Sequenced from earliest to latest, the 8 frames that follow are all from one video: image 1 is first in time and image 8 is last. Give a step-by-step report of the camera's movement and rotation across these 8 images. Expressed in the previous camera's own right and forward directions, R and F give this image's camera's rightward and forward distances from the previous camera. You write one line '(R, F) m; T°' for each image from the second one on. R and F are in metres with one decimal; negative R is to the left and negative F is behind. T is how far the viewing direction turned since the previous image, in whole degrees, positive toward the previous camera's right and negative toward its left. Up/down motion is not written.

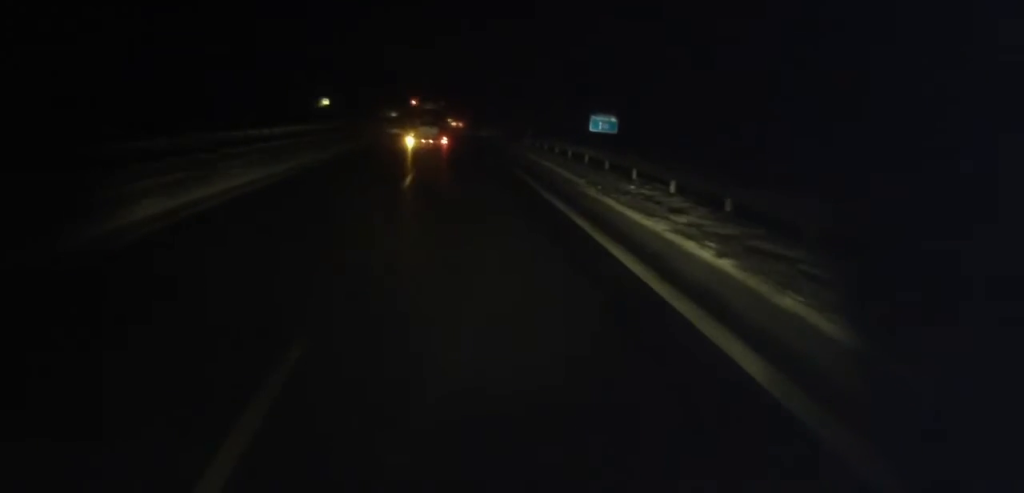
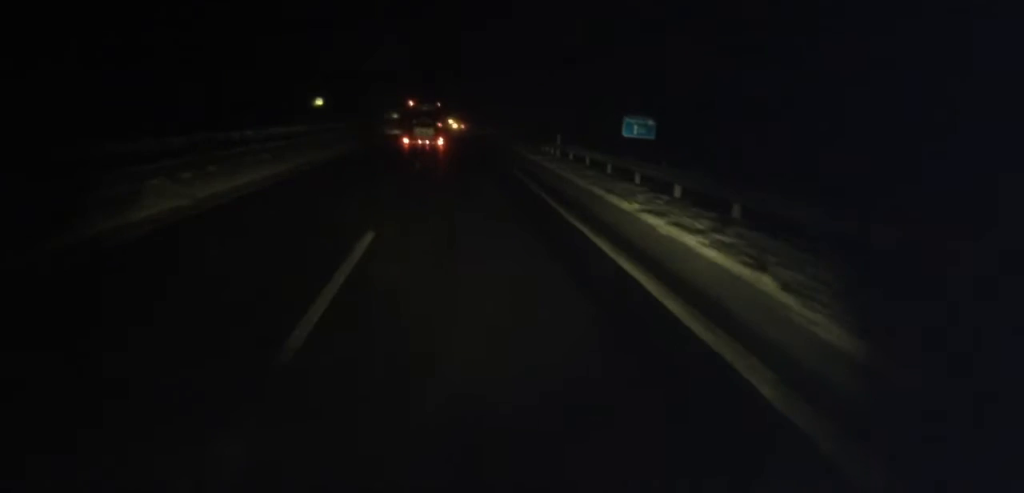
(-0.1, +12.6) m; -1°
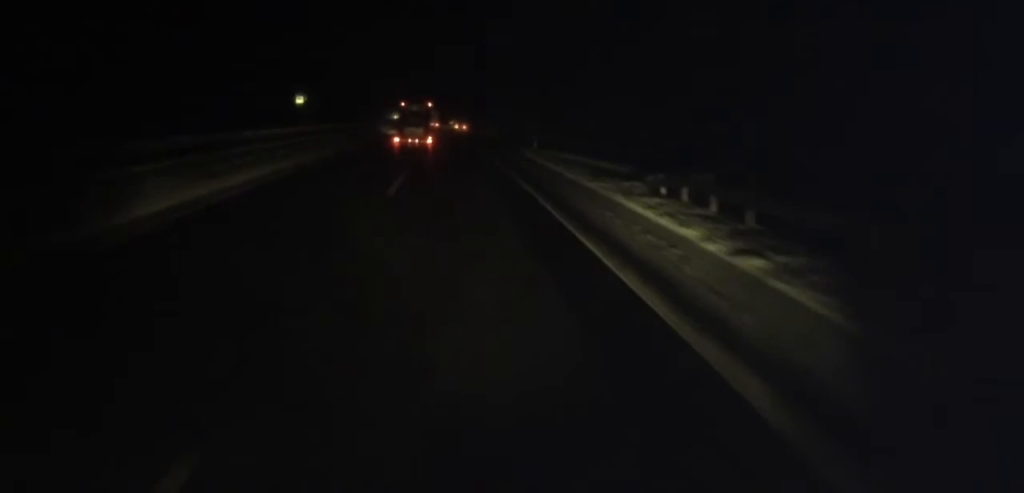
(+0.1, +25.1) m; +1°
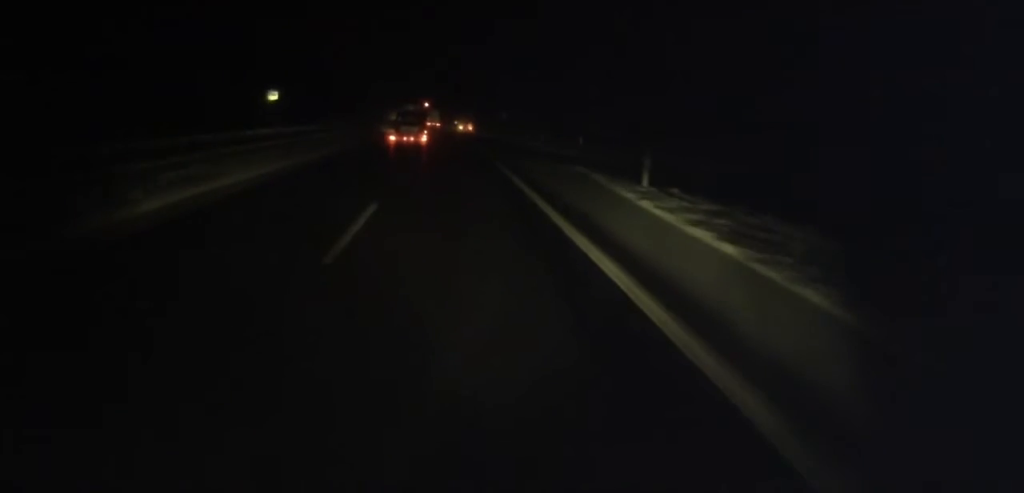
(+0.4, +25.1) m; 0°
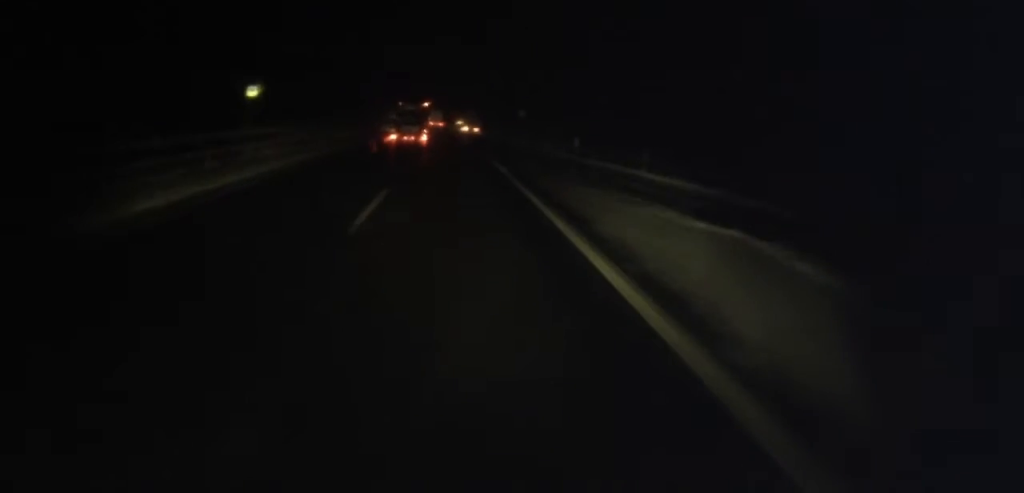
(-0.2, +14.9) m; -2°
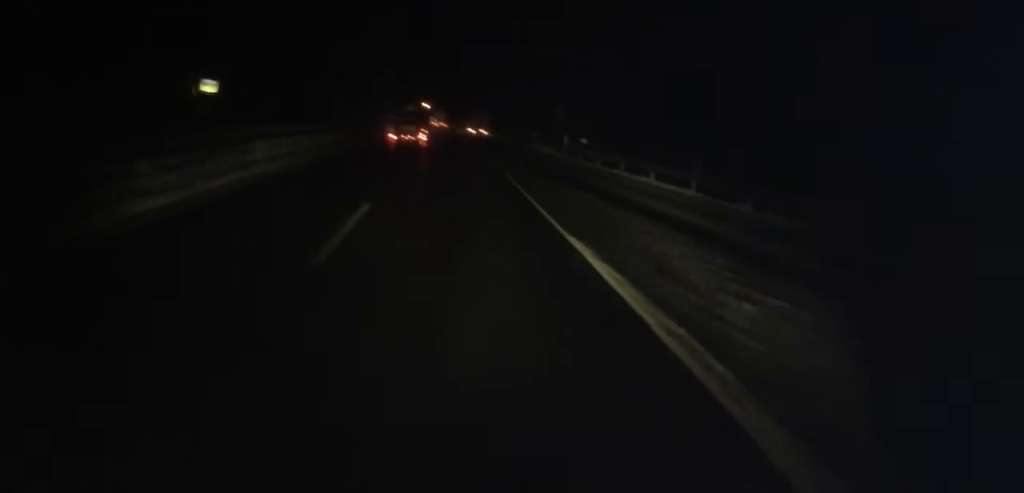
(-0.5, +21.3) m; -1°
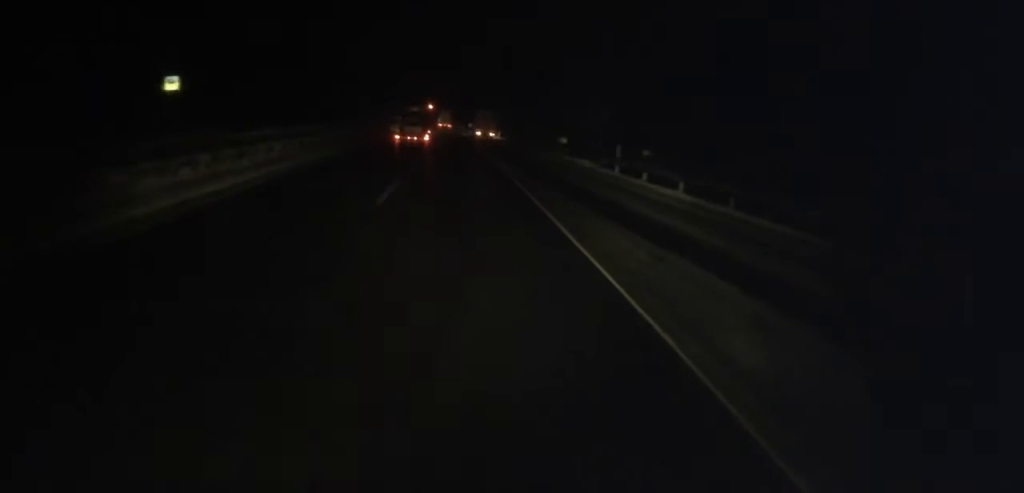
(0.0, +11.8) m; 0°
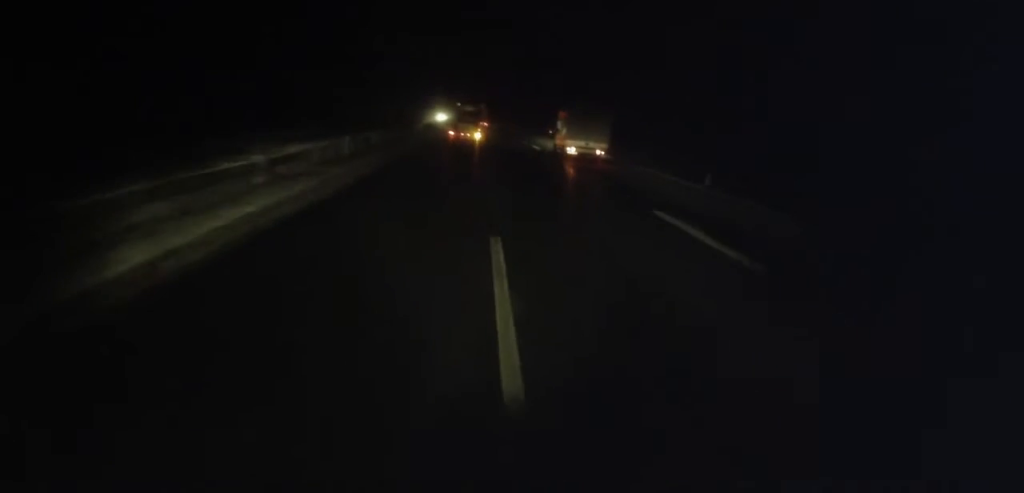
(-0.6, +63.6) m; -2°
